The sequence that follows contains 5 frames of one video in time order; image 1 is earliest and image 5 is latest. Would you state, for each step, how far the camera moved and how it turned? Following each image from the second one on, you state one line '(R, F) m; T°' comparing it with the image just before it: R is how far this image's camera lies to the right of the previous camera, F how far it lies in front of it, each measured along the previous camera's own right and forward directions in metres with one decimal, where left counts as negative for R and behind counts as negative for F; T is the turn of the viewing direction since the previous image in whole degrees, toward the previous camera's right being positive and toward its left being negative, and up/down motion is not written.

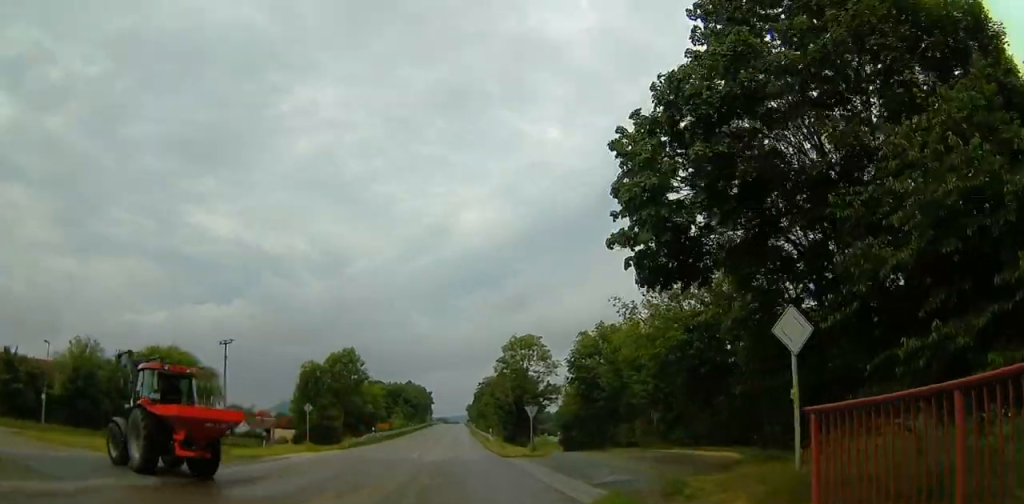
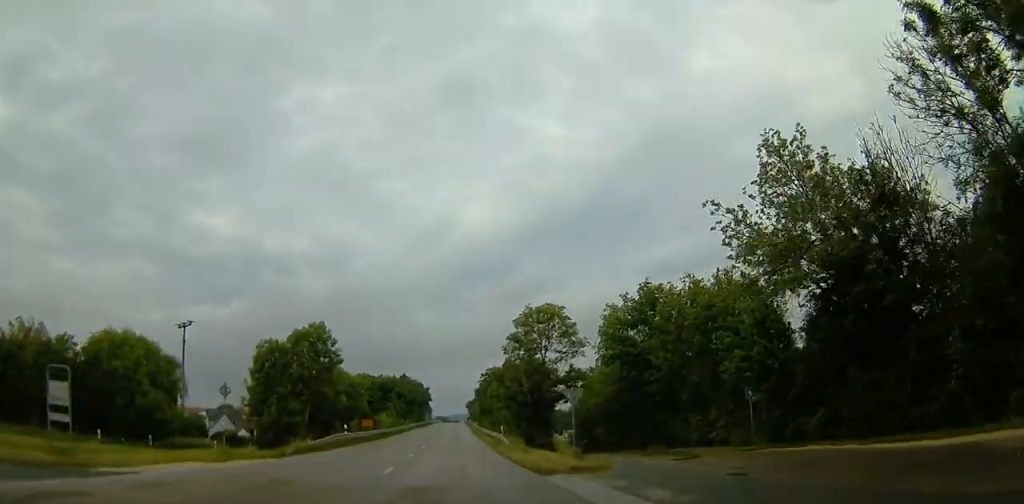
(0.0, +11.3) m; +4°
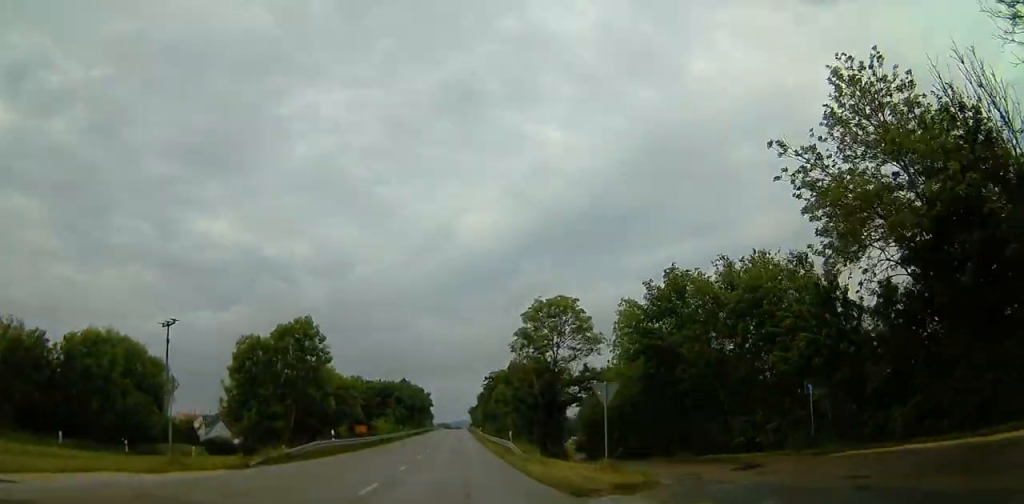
(+0.2, +4.0) m; +2°
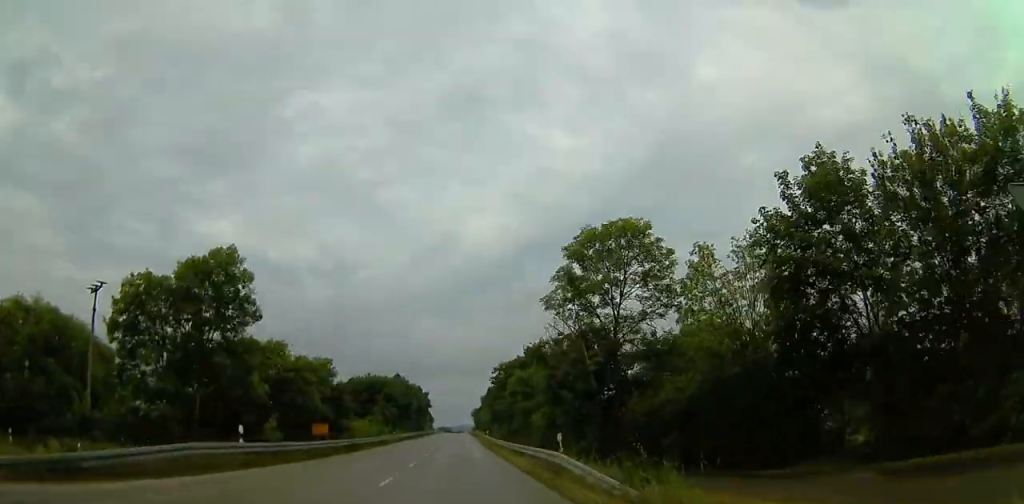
(+0.2, +13.3) m; +1°
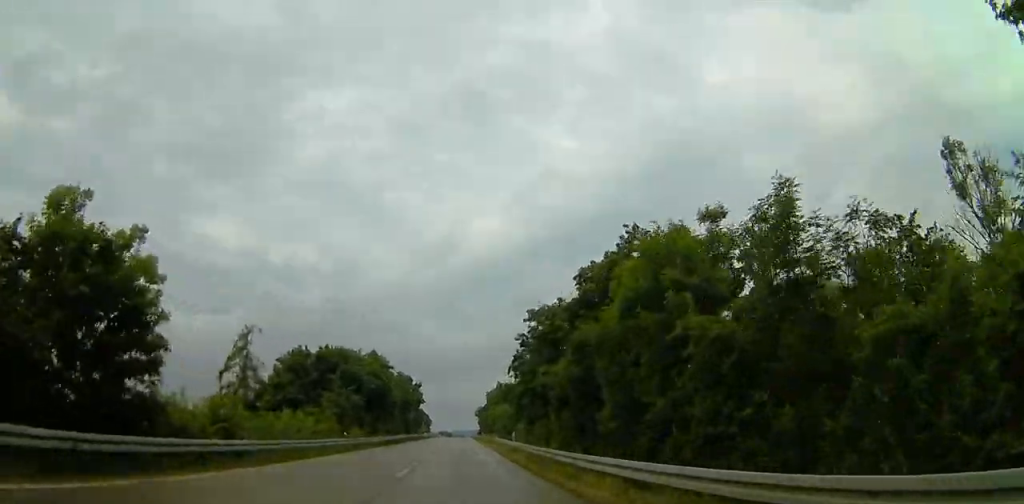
(-0.1, +26.1) m; -2°
